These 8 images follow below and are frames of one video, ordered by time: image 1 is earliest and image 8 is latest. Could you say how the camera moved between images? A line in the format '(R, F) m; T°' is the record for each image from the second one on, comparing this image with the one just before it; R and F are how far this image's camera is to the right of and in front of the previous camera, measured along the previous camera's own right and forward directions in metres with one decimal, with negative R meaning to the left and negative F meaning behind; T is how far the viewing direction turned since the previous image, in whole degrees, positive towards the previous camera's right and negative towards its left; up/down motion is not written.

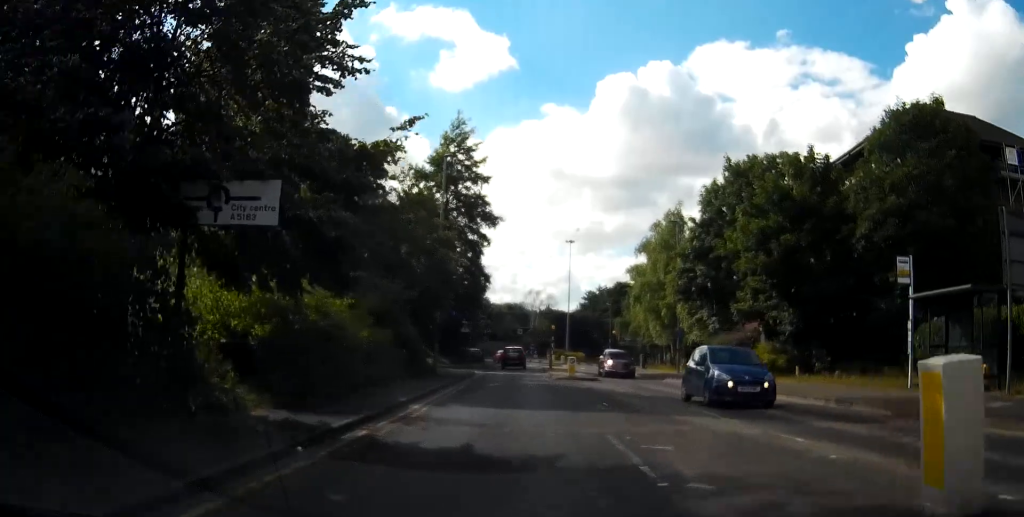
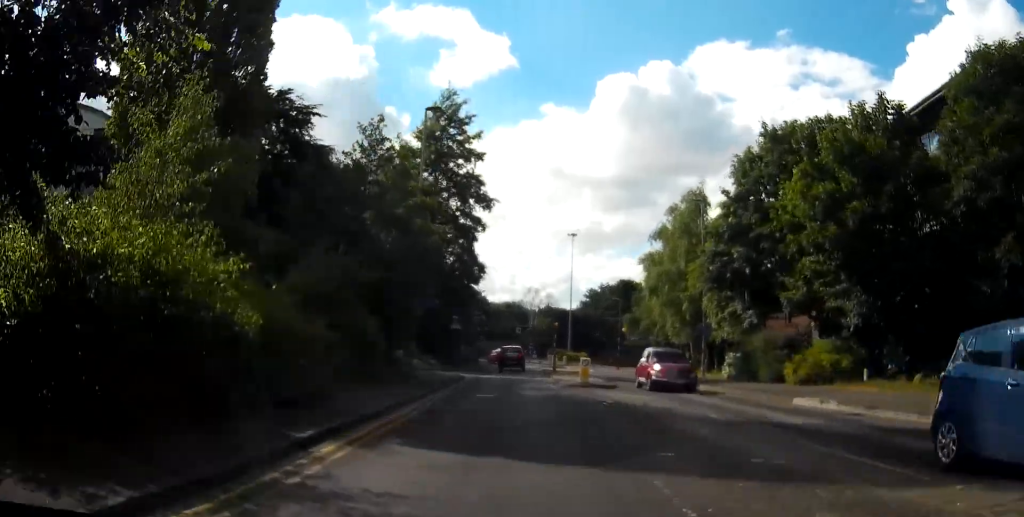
(0.0, +7.1) m; 0°
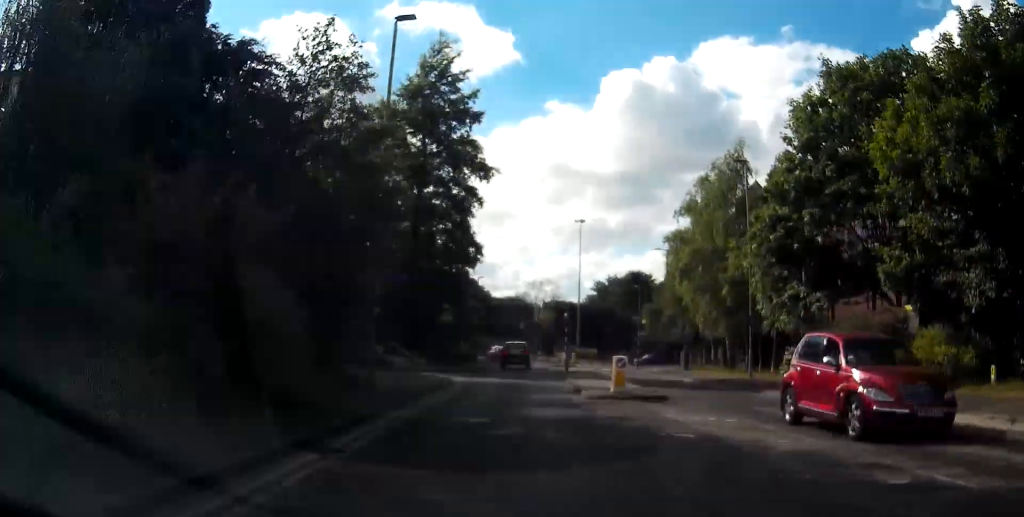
(-0.1, +8.0) m; 0°
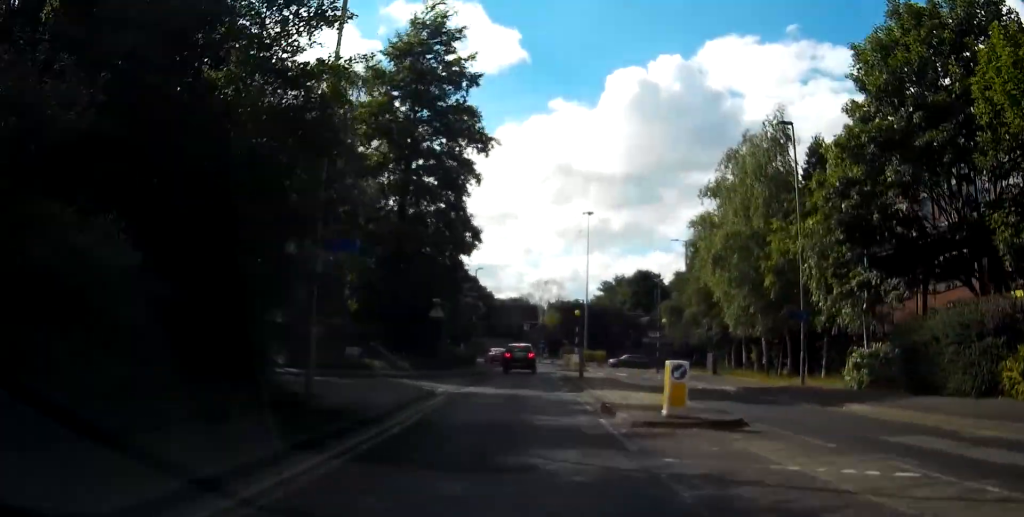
(0.0, +6.2) m; +1°
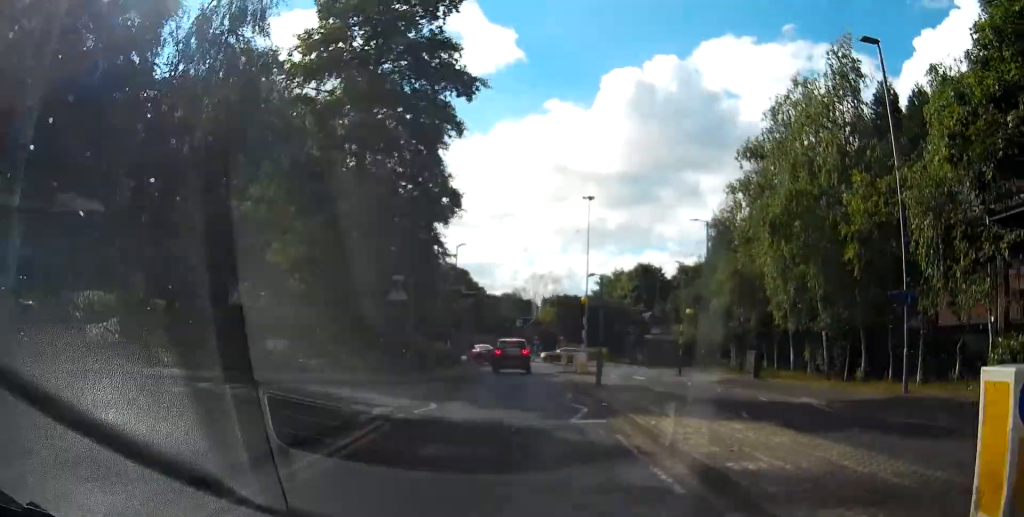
(+0.1, +9.0) m; +1°
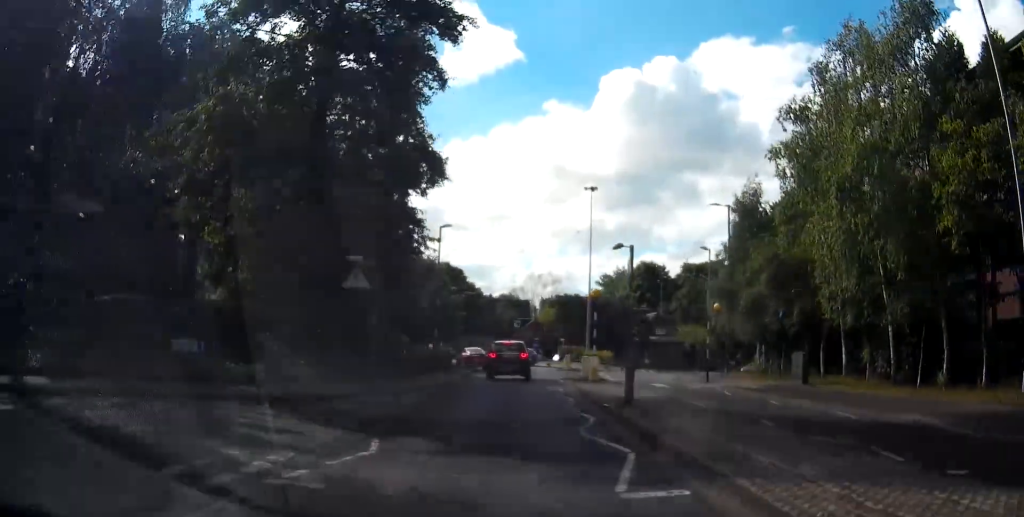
(+0.1, +6.0) m; +3°
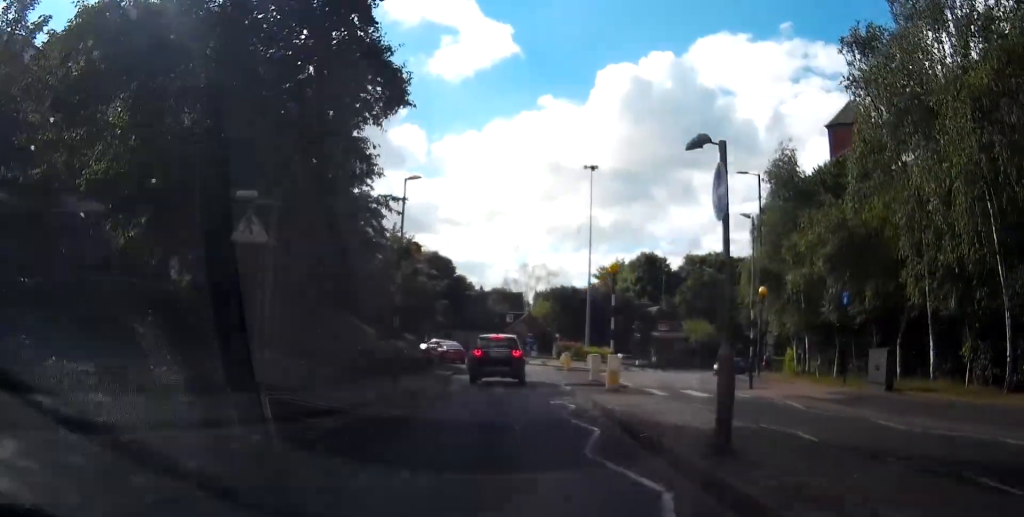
(+0.3, +7.6) m; +6°
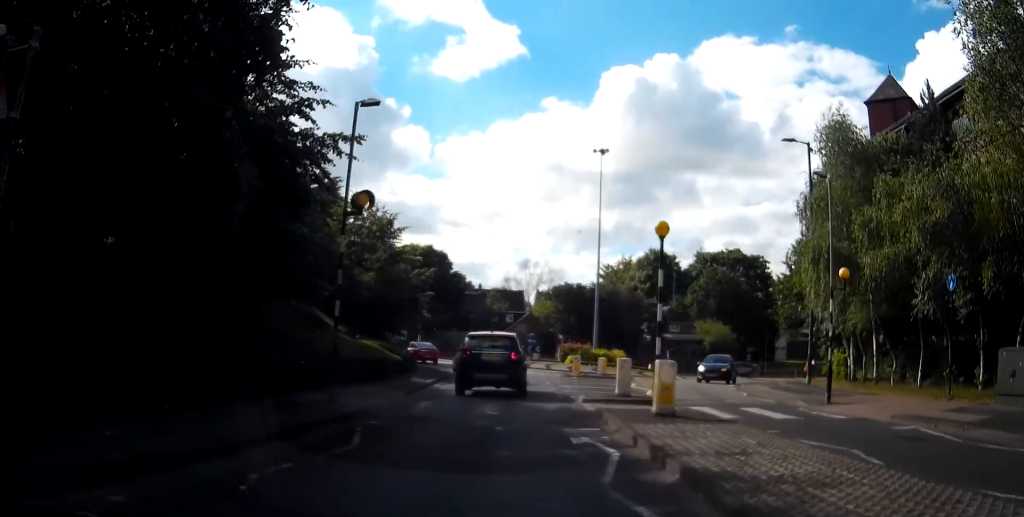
(+0.6, +8.1) m; +4°
